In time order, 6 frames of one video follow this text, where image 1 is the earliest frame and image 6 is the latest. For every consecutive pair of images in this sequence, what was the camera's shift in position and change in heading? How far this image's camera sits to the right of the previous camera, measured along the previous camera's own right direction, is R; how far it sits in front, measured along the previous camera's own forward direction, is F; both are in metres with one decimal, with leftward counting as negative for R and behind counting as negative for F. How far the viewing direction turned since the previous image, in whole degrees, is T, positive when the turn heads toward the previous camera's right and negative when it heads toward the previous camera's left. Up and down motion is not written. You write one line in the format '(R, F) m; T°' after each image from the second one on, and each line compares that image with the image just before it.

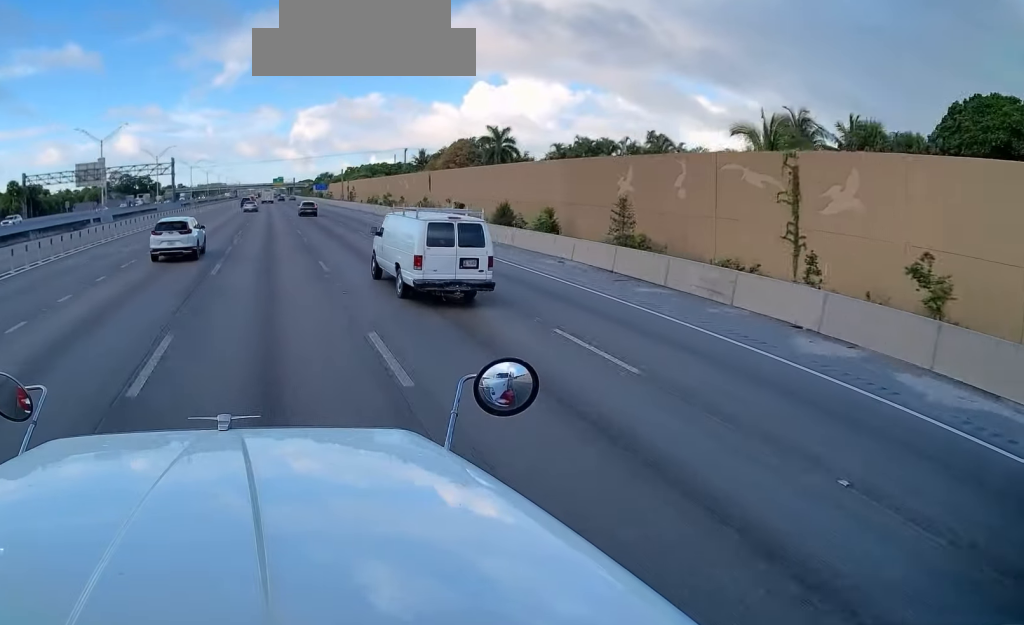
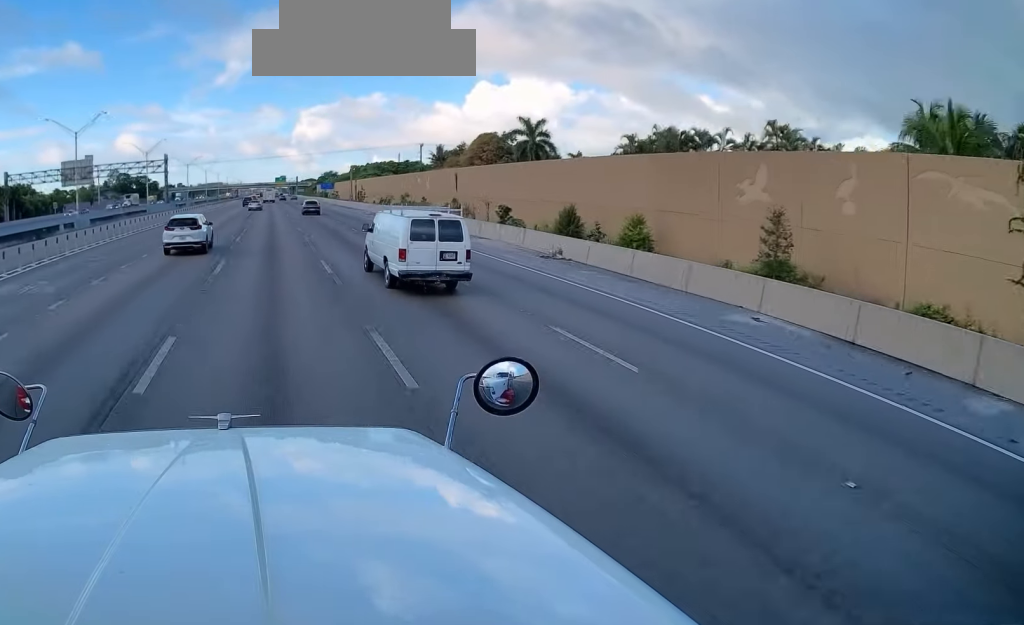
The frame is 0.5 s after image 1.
(-0.2, +12.3) m; 0°
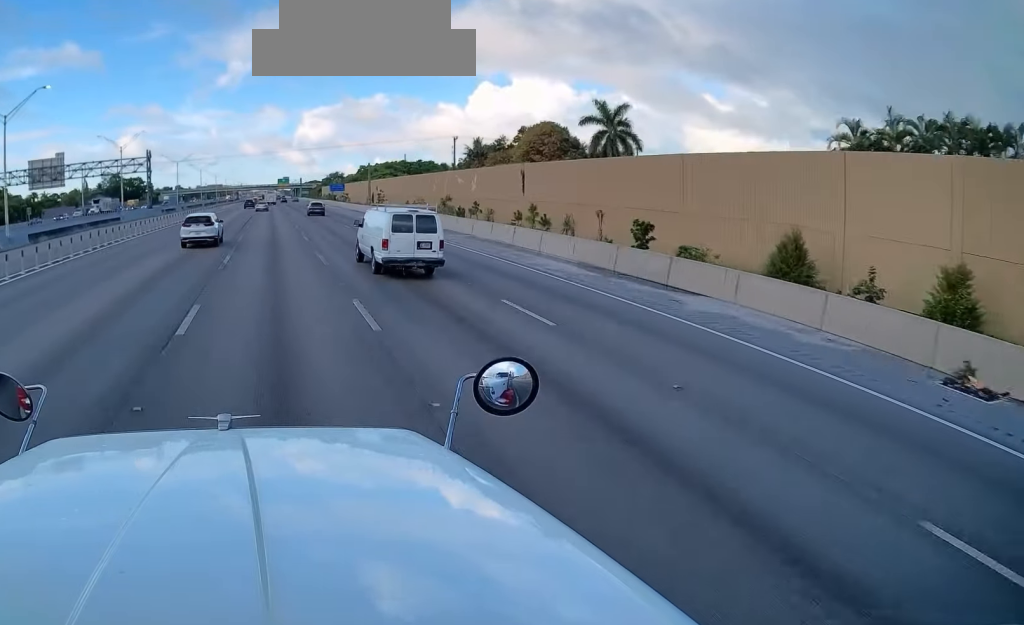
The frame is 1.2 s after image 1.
(+0.3, +20.3) m; +1°
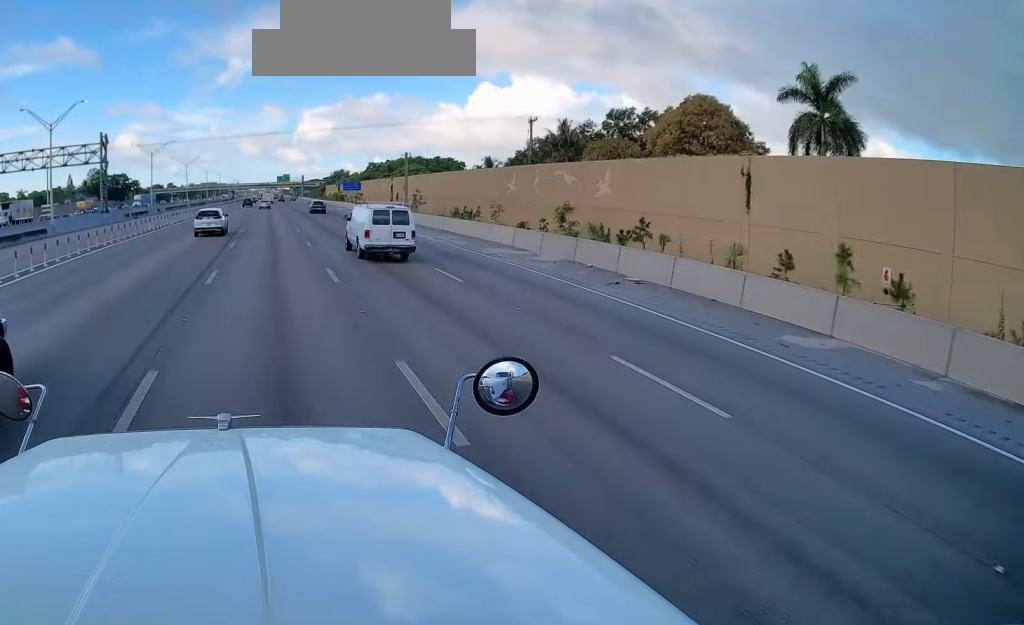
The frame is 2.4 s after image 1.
(0.0, +30.9) m; 0°
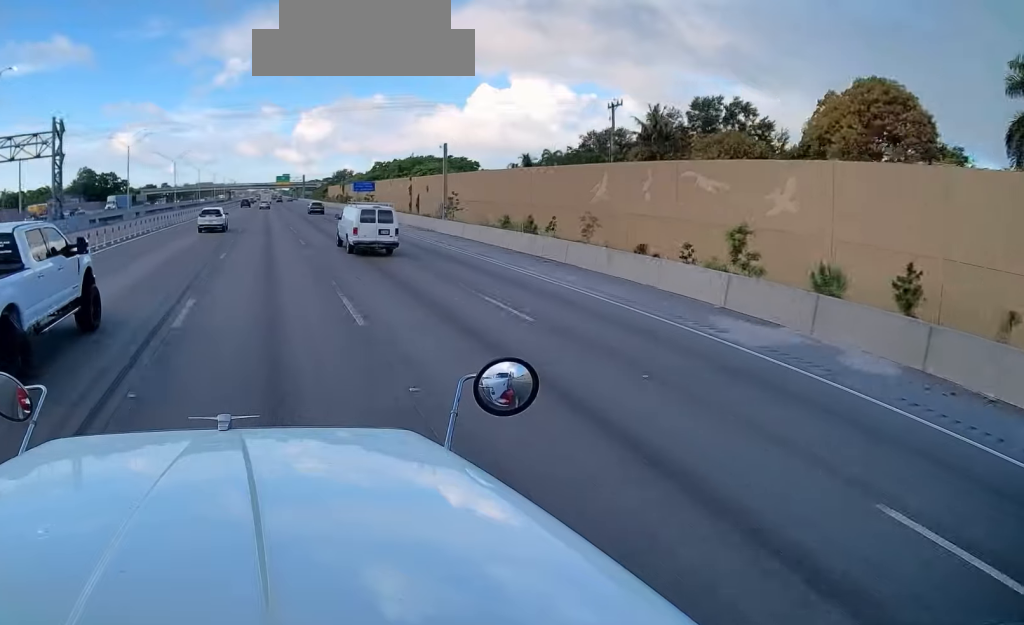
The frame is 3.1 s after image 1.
(0.0, +18.7) m; 0°
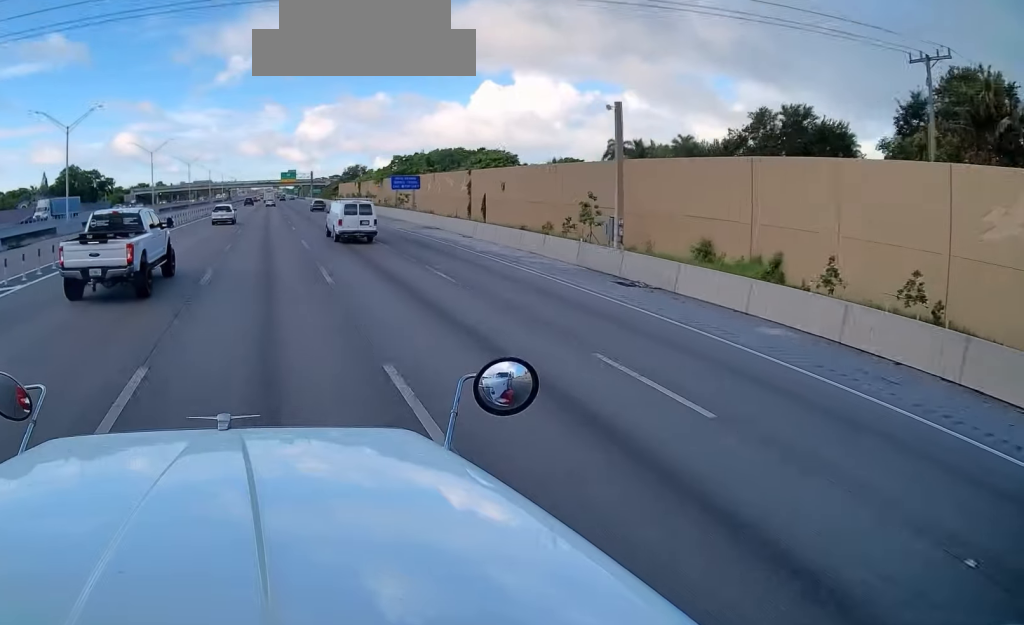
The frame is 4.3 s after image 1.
(-0.1, +32.6) m; -1°
